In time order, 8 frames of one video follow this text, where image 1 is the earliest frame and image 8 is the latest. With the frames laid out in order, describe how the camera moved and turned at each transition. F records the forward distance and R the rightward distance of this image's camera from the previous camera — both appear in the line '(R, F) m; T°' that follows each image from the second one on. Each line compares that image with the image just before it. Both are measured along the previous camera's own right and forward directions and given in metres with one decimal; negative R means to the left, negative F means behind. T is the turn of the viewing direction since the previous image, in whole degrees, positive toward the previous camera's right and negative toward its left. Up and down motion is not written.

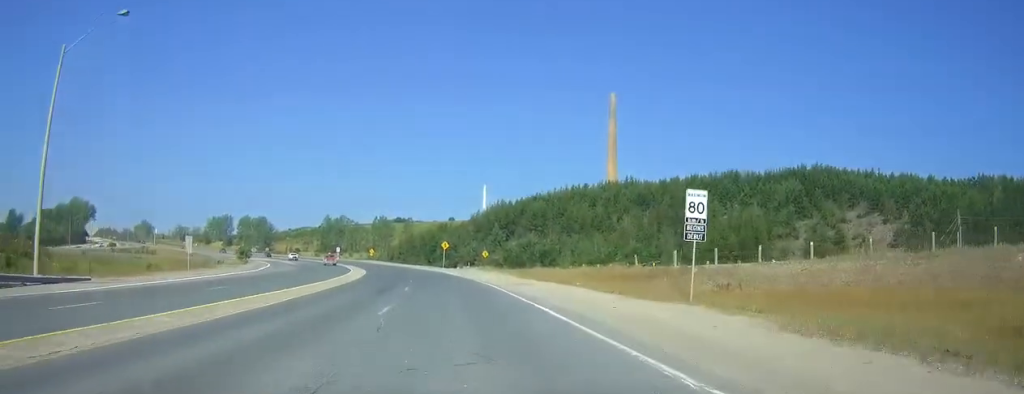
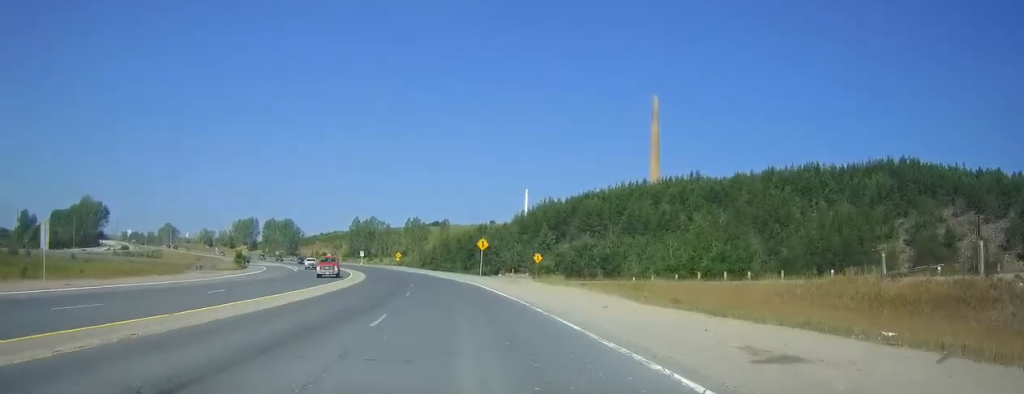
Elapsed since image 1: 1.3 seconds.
(-0.5, +25.4) m; -3°
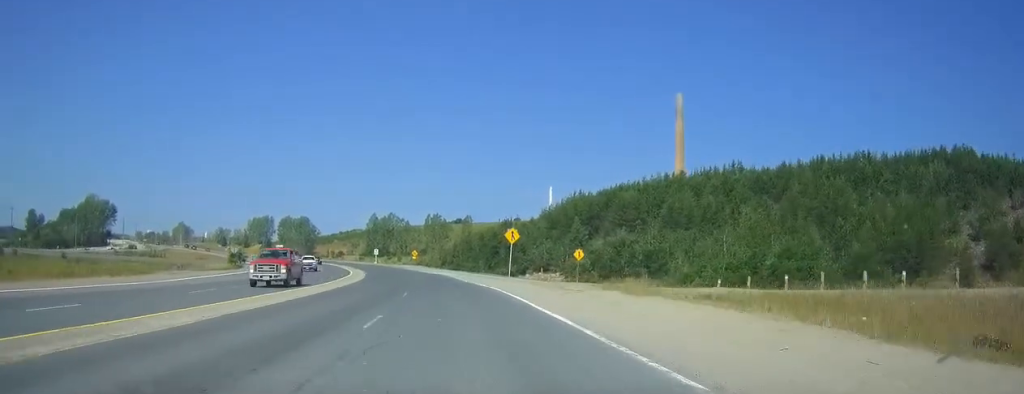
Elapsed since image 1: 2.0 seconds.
(-0.4, +14.2) m; -2°
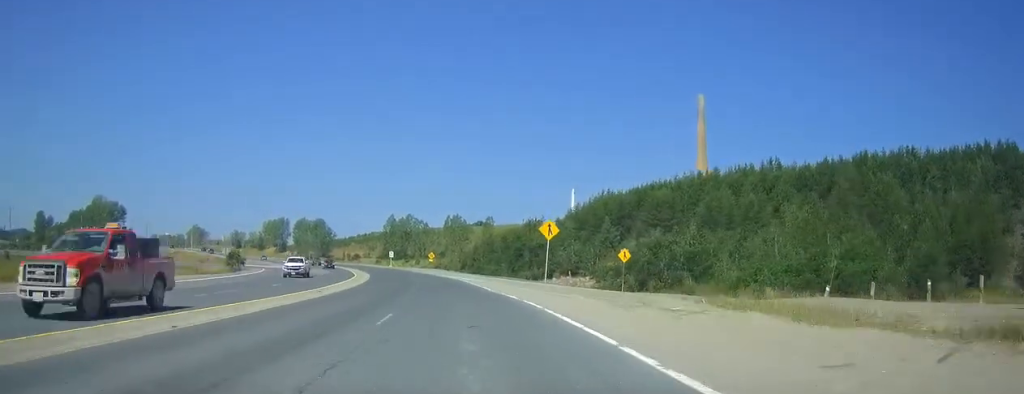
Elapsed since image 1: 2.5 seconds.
(-0.1, +10.3) m; -2°
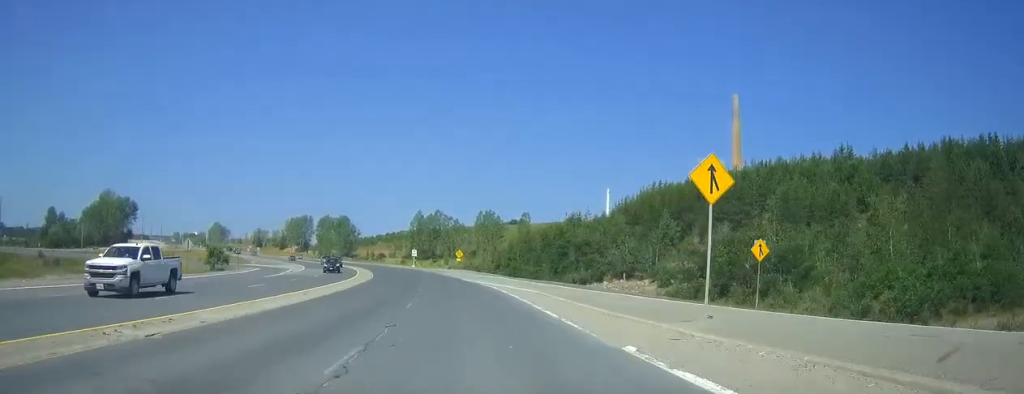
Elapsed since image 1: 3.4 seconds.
(-0.5, +19.1) m; -3°
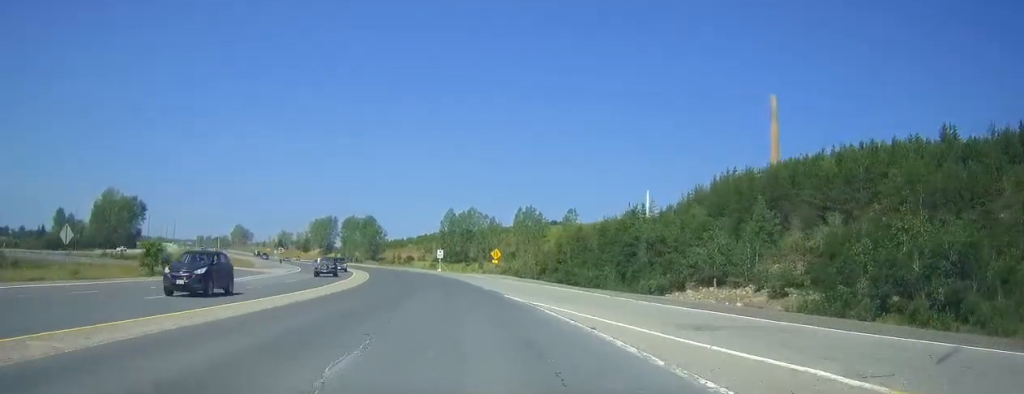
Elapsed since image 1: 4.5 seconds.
(-0.8, +25.2) m; -3°
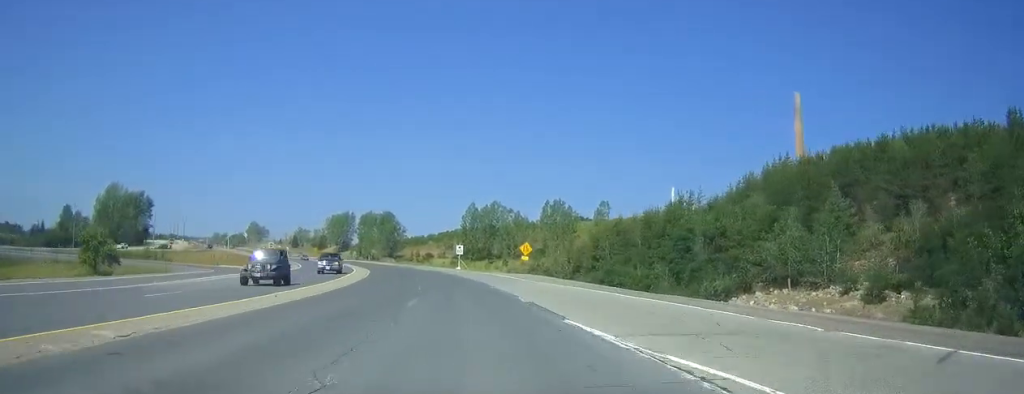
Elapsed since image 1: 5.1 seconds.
(-0.1, +13.7) m; -2°
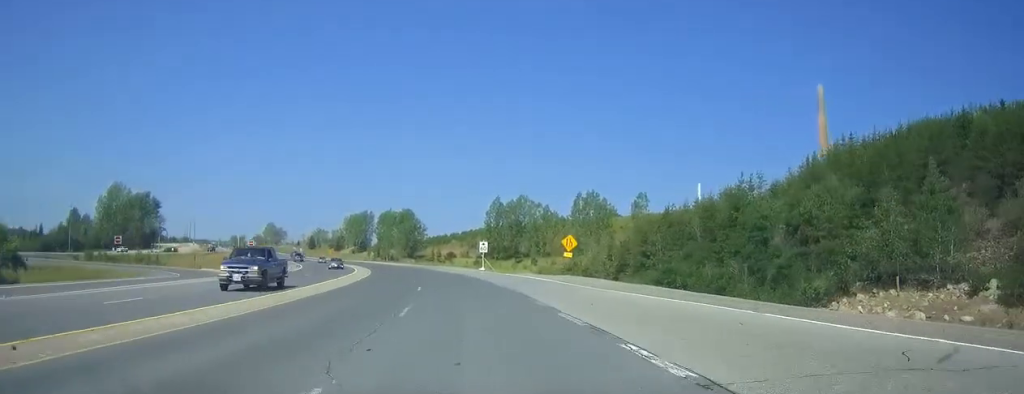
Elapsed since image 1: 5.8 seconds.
(-0.3, +14.7) m; -2°
